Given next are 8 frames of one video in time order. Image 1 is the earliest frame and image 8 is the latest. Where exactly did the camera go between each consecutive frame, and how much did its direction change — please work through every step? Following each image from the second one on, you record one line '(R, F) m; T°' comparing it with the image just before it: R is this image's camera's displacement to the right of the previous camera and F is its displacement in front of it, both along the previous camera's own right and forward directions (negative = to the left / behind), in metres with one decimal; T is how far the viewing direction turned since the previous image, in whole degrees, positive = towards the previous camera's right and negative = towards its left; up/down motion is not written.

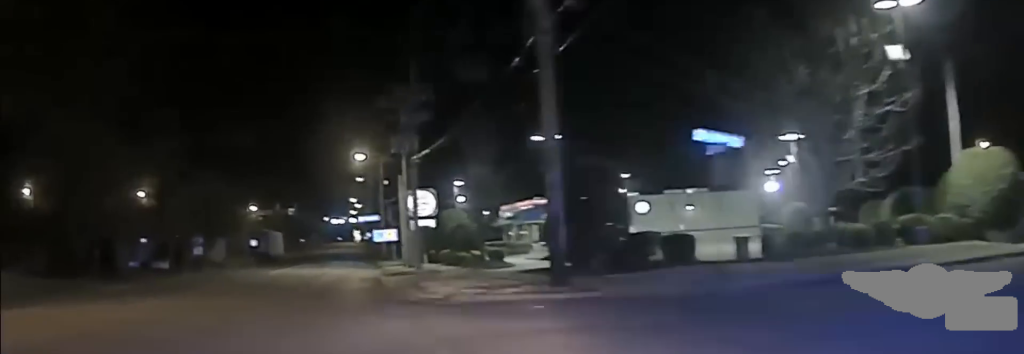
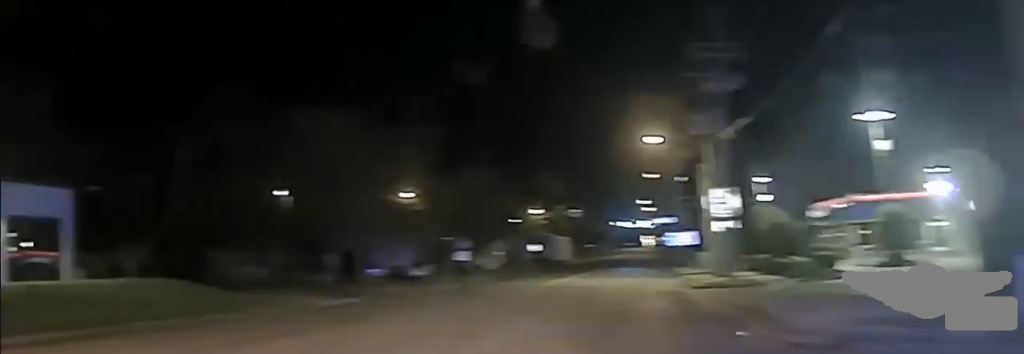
(-2.0, +9.2) m; -33°
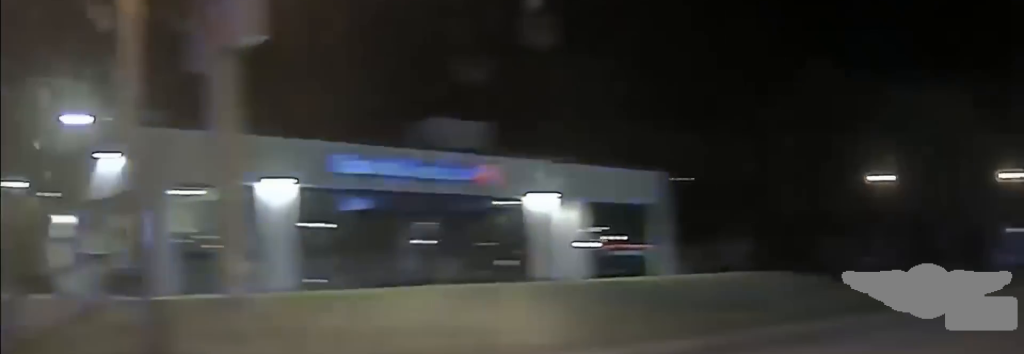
(-2.3, +5.1) m; -60°
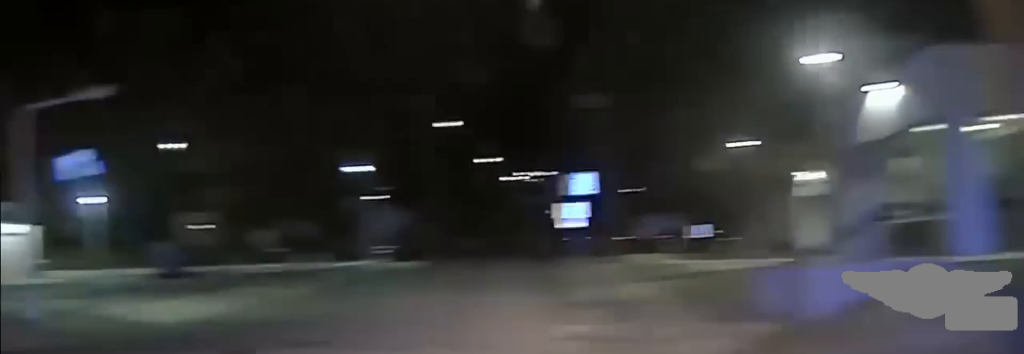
(-2.1, +4.2) m; -42°
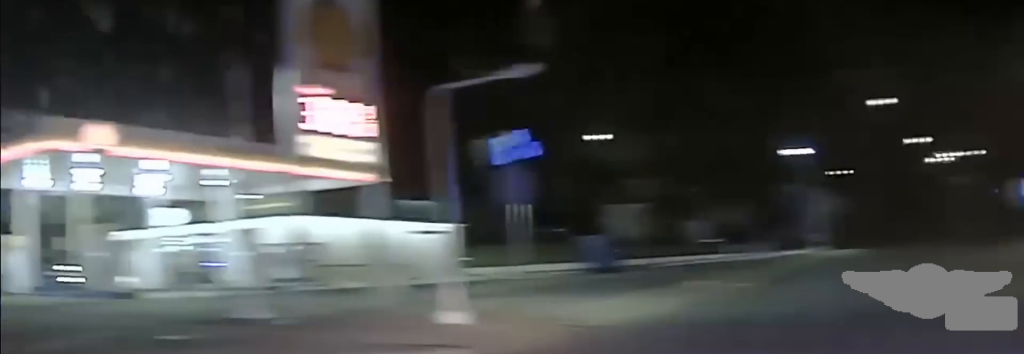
(-0.5, +3.2) m; -19°
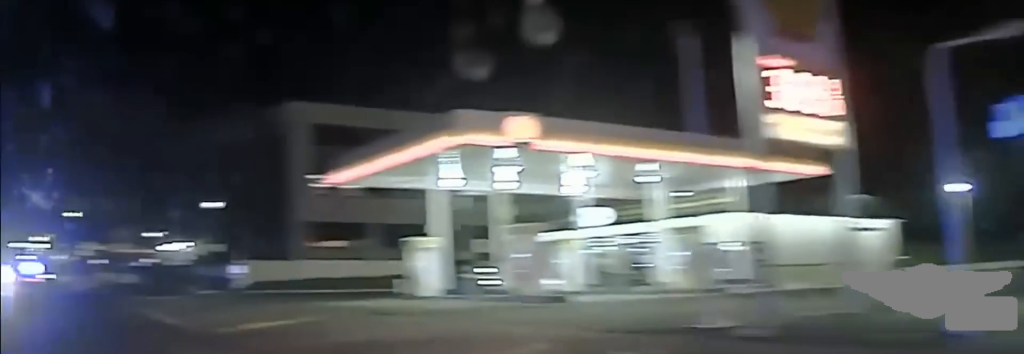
(-0.7, +3.5) m; -16°
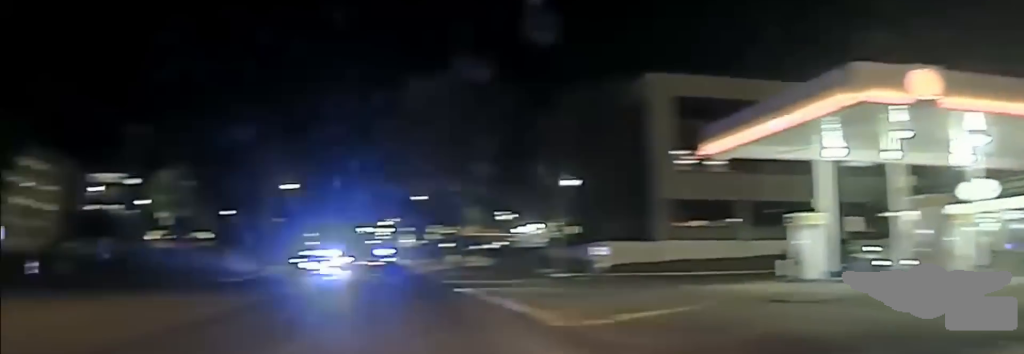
(-0.4, +4.3) m; -18°
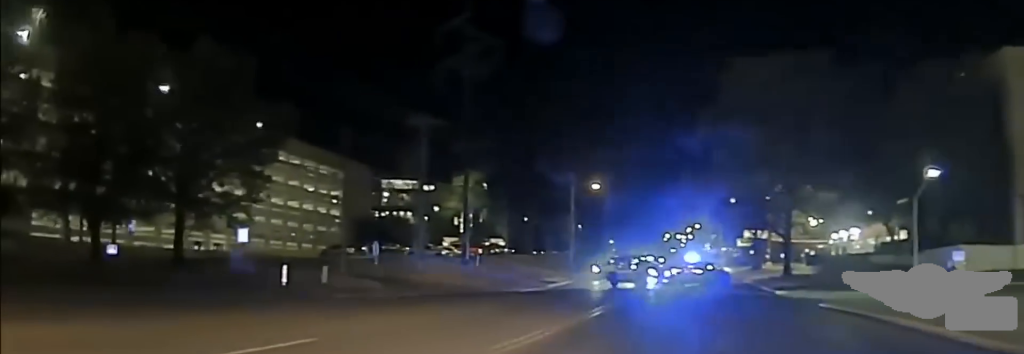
(-2.1, +7.9) m; -12°
